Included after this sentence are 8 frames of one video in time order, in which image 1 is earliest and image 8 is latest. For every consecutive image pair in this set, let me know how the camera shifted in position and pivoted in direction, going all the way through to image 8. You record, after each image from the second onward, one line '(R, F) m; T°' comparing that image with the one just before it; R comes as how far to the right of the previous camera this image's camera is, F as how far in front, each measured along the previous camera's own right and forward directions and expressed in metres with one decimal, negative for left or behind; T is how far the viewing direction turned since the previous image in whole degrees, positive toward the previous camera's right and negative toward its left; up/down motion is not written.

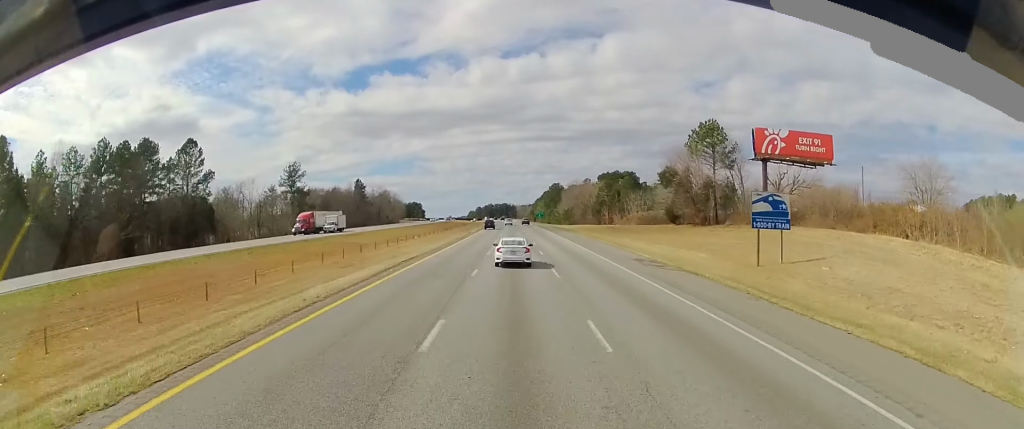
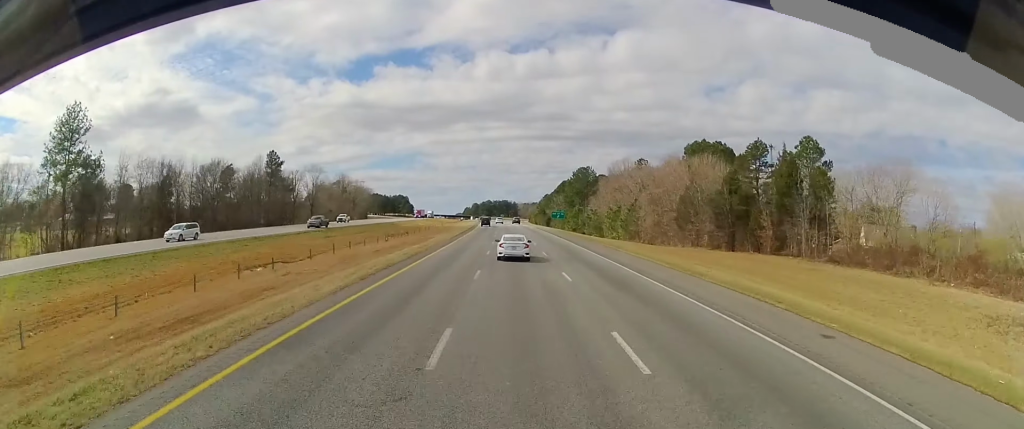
(+1.3, +99.2) m; 0°
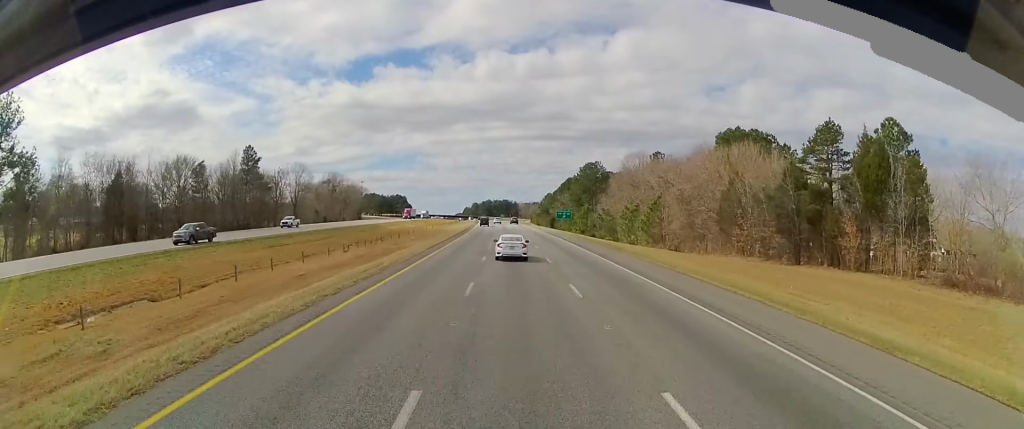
(-0.2, +16.0) m; -1°
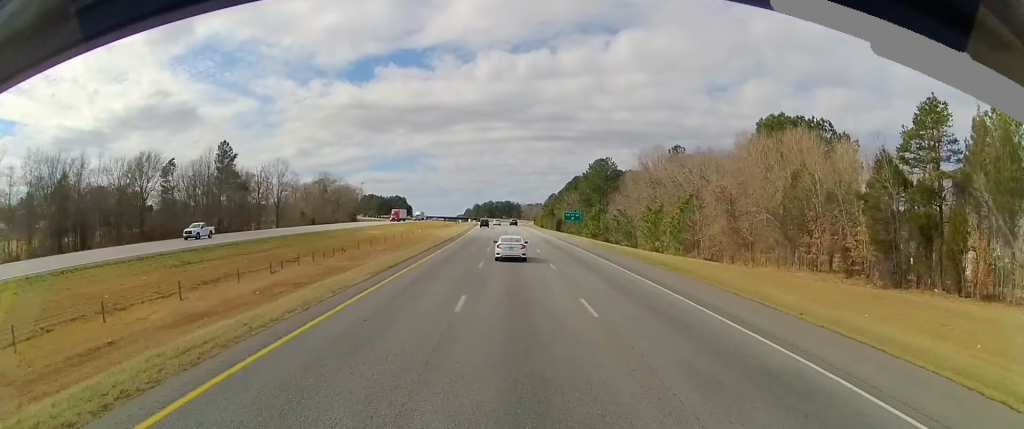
(-0.1, +14.9) m; 0°
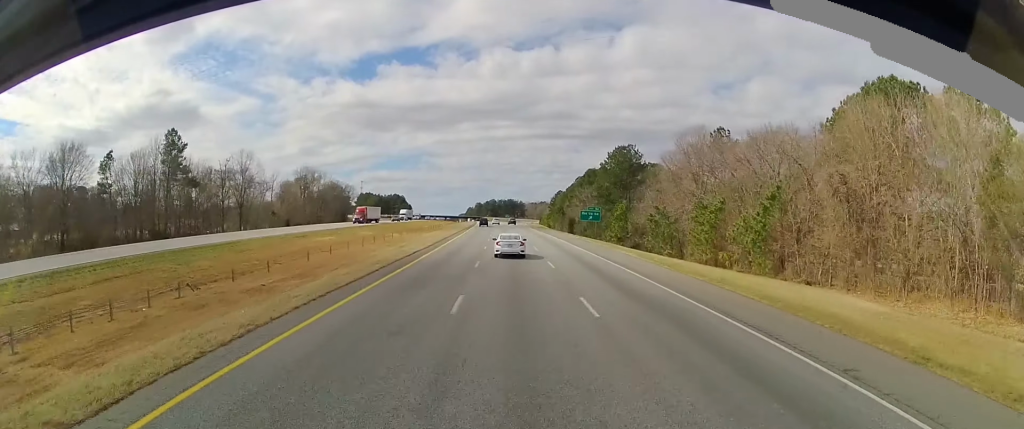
(0.0, +24.5) m; 0°
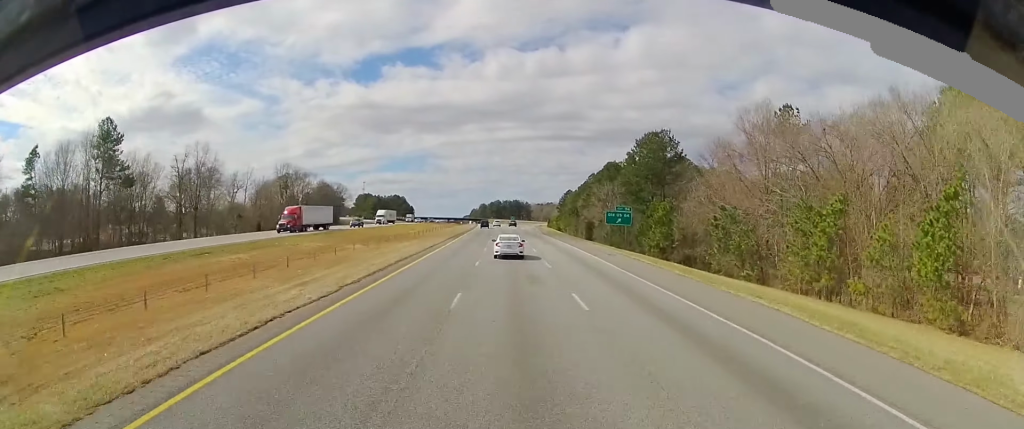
(0.0, +23.4) m; 0°
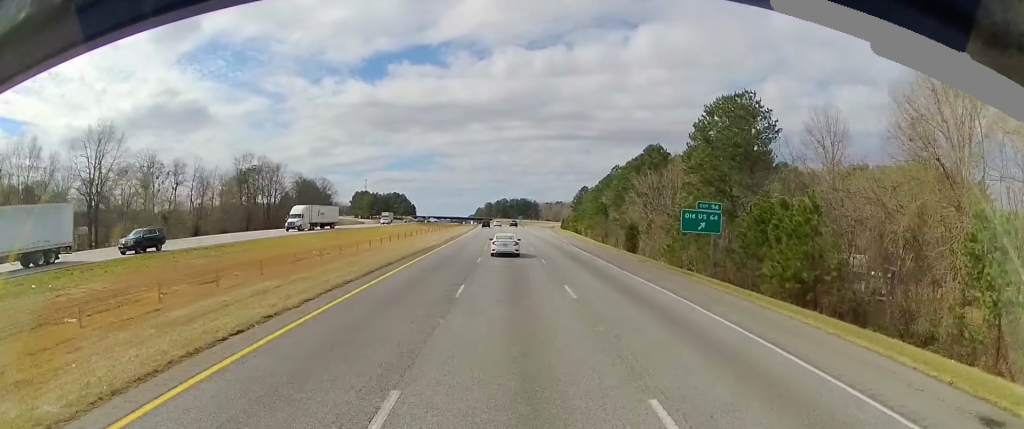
(-0.1, +34.0) m; -1°
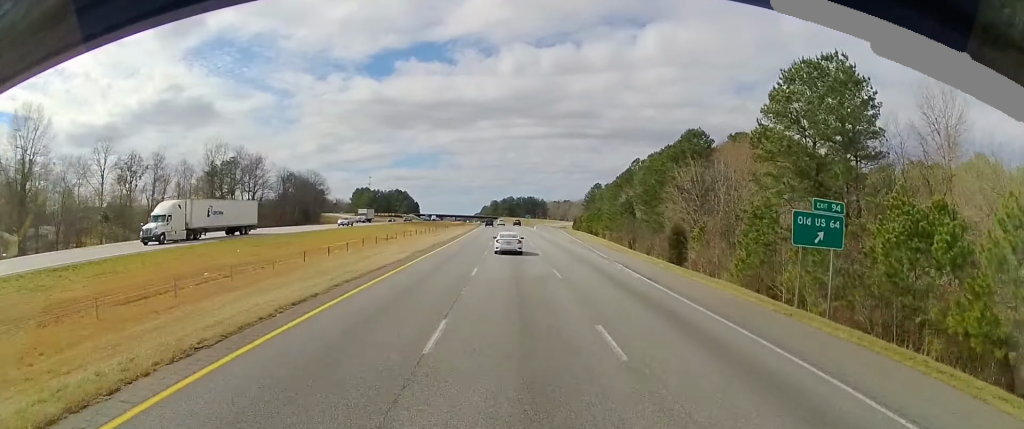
(-0.3, +19.1) m; -1°
